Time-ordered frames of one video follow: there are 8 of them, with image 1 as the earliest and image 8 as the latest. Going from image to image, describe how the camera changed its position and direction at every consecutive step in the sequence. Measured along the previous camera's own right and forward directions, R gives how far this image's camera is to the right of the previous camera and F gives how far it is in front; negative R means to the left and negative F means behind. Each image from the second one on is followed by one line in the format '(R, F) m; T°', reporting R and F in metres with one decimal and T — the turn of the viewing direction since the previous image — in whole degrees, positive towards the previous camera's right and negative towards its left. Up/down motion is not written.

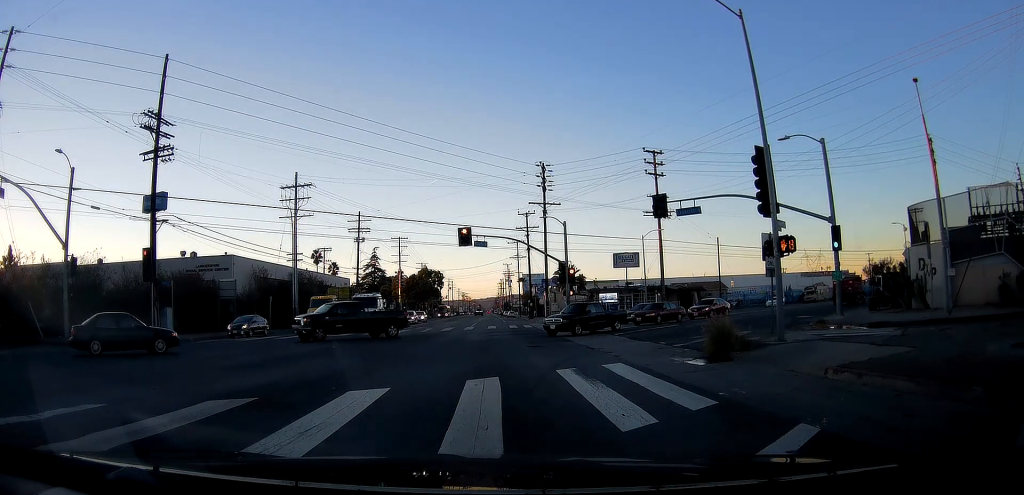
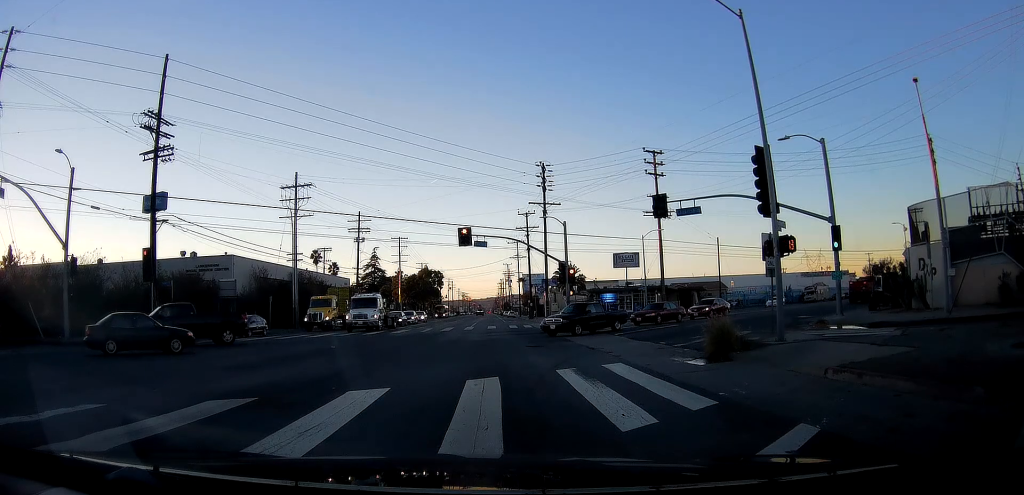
(0.0, 0.0) m; 0°
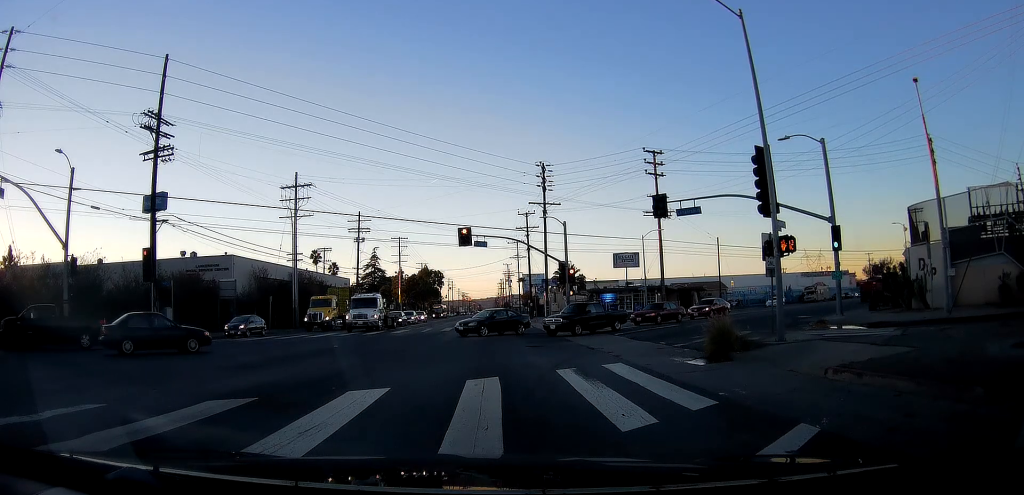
(0.0, 0.0) m; 0°
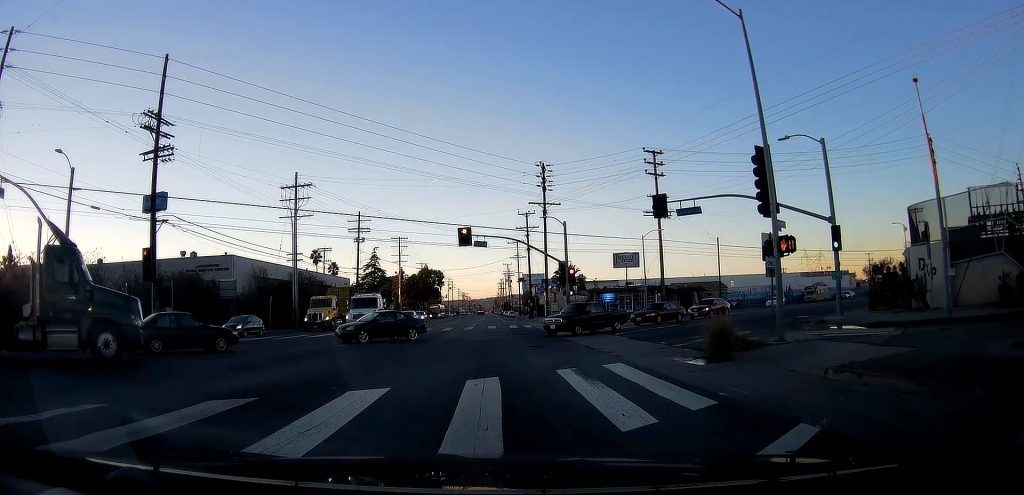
(0.0, 0.0) m; 0°
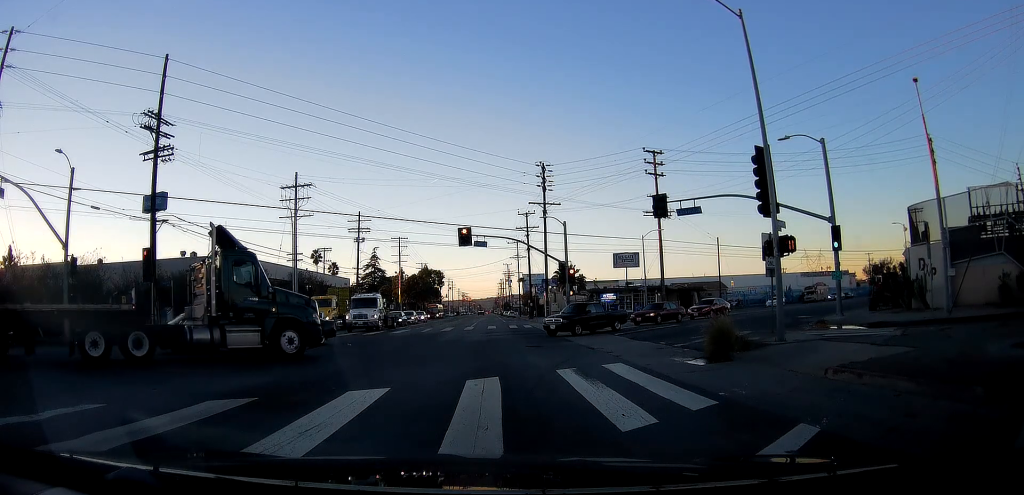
(0.0, 0.0) m; 0°
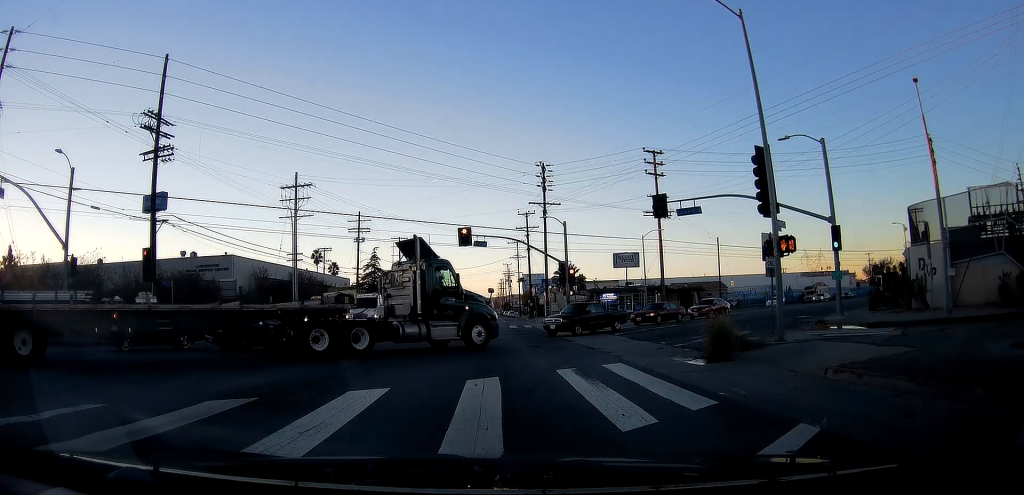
(0.0, 0.0) m; 0°
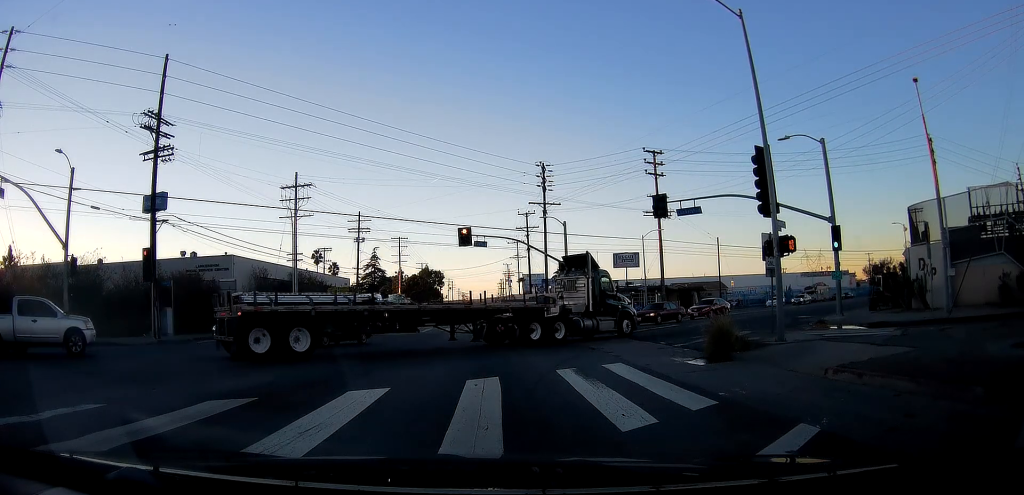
(0.0, 0.0) m; 0°
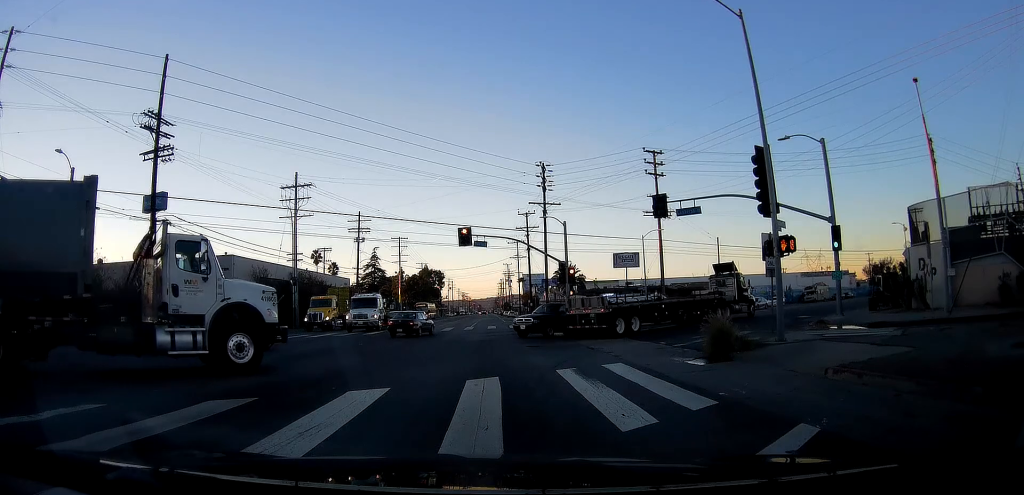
(0.0, 0.0) m; 0°
